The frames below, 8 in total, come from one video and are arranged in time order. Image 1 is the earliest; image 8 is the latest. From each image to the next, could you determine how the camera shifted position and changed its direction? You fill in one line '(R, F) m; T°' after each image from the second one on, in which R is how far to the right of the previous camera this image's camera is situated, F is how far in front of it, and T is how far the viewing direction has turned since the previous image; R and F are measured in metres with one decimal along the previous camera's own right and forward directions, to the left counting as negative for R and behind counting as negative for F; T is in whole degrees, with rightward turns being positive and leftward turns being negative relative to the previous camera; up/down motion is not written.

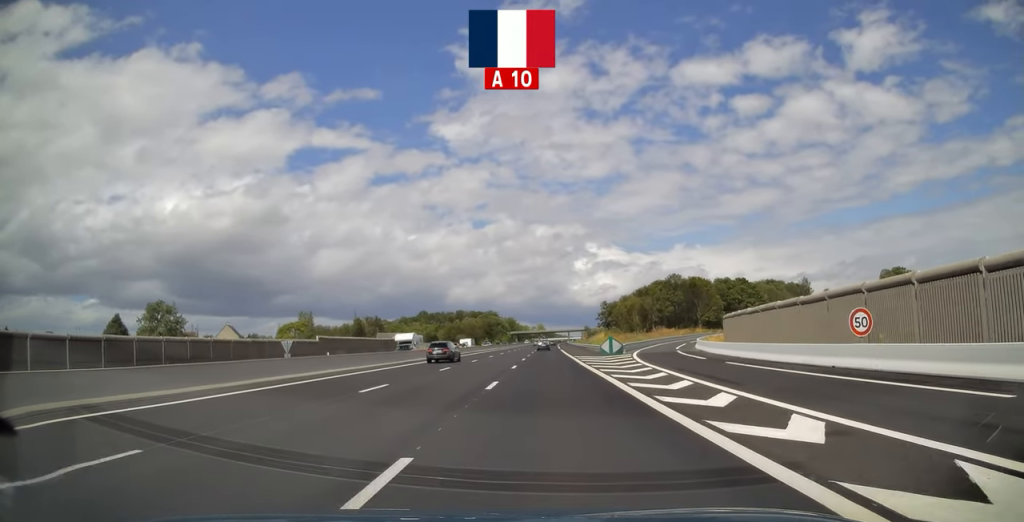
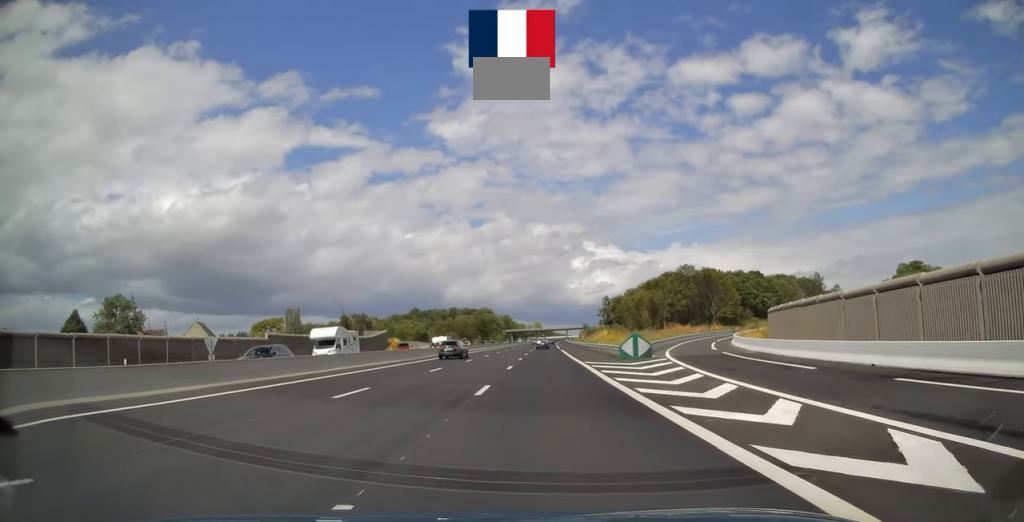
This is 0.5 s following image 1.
(0.0, +15.1) m; 0°
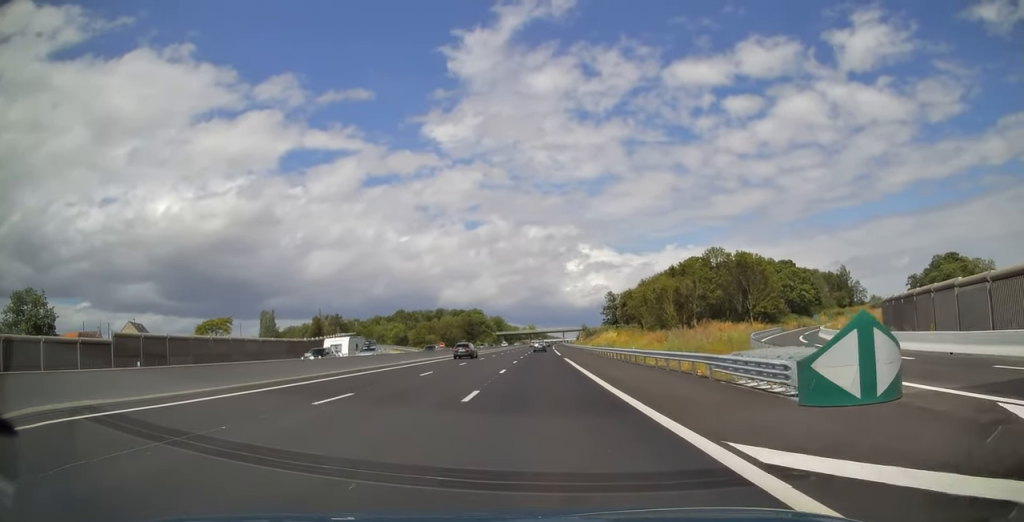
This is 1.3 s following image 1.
(0.0, +27.0) m; 0°
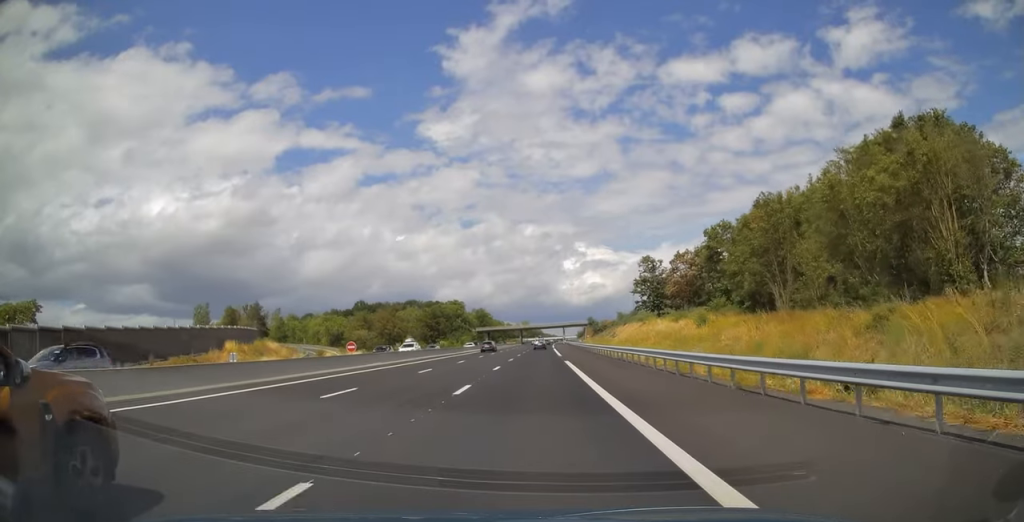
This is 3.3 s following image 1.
(+0.8, +63.7) m; +1°
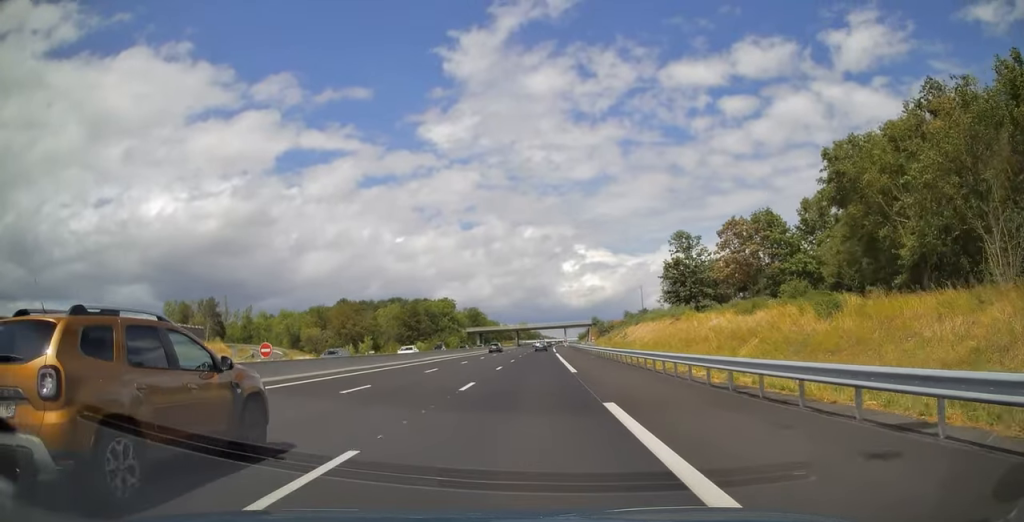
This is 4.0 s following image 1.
(0.0, +24.3) m; 0°
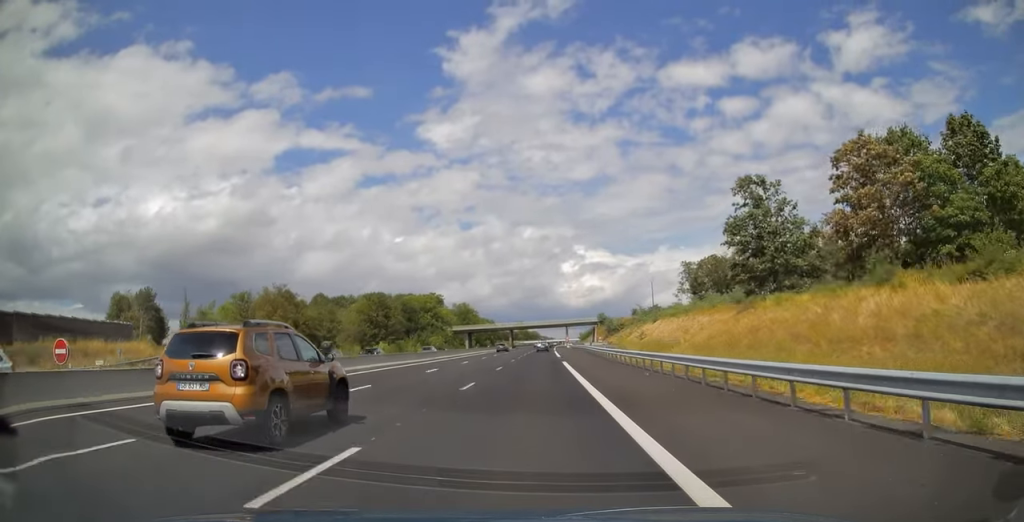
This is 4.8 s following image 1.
(0.0, +25.9) m; 0°
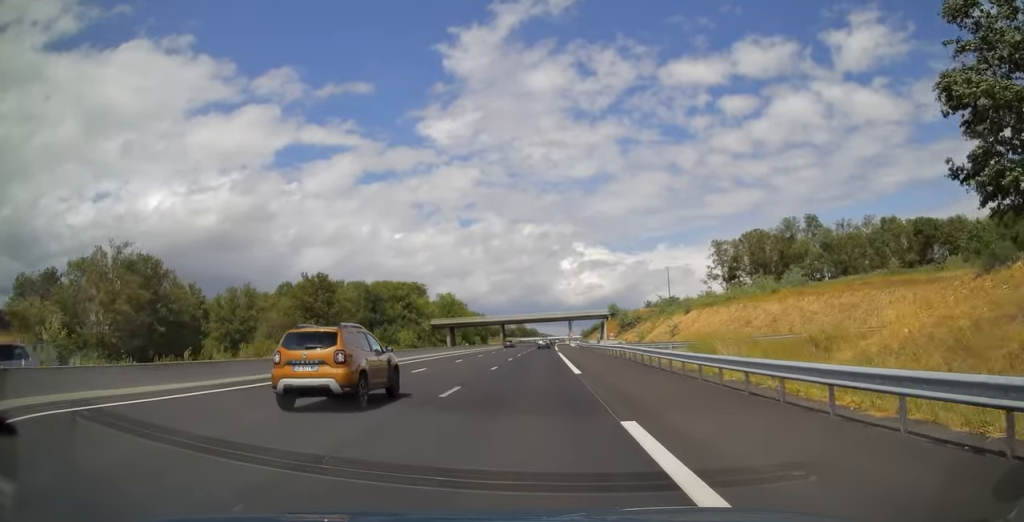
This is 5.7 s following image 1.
(0.0, +29.7) m; 0°
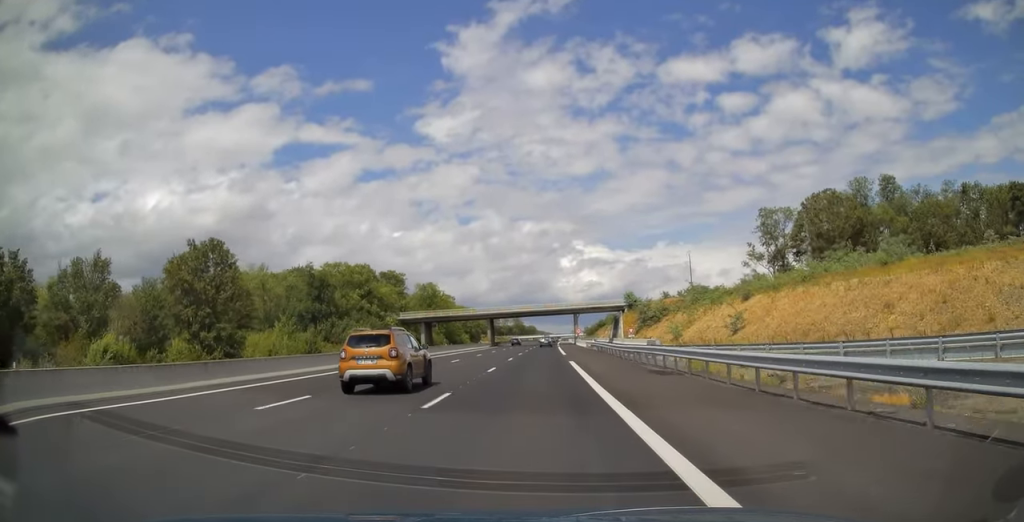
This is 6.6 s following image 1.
(-0.1, +28.6) m; 0°
